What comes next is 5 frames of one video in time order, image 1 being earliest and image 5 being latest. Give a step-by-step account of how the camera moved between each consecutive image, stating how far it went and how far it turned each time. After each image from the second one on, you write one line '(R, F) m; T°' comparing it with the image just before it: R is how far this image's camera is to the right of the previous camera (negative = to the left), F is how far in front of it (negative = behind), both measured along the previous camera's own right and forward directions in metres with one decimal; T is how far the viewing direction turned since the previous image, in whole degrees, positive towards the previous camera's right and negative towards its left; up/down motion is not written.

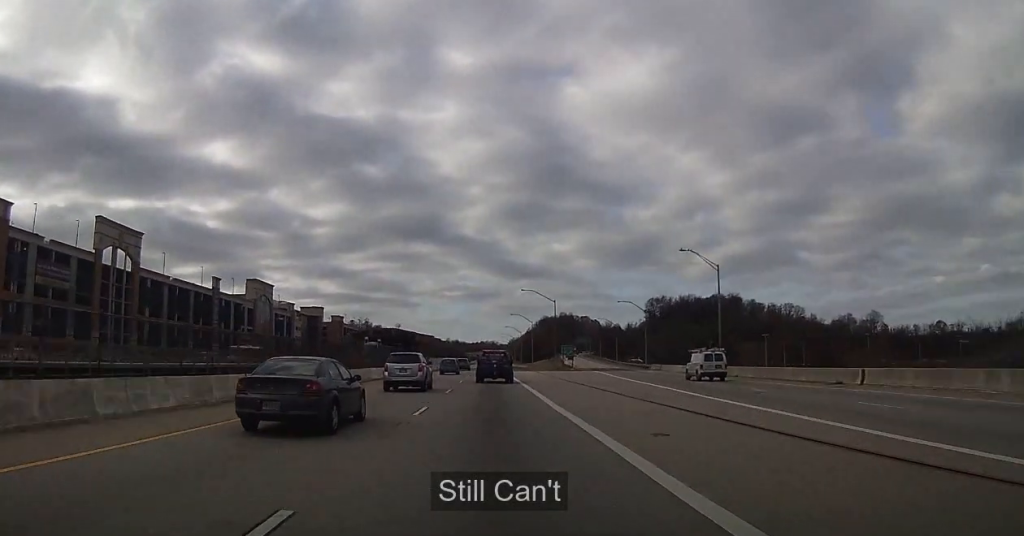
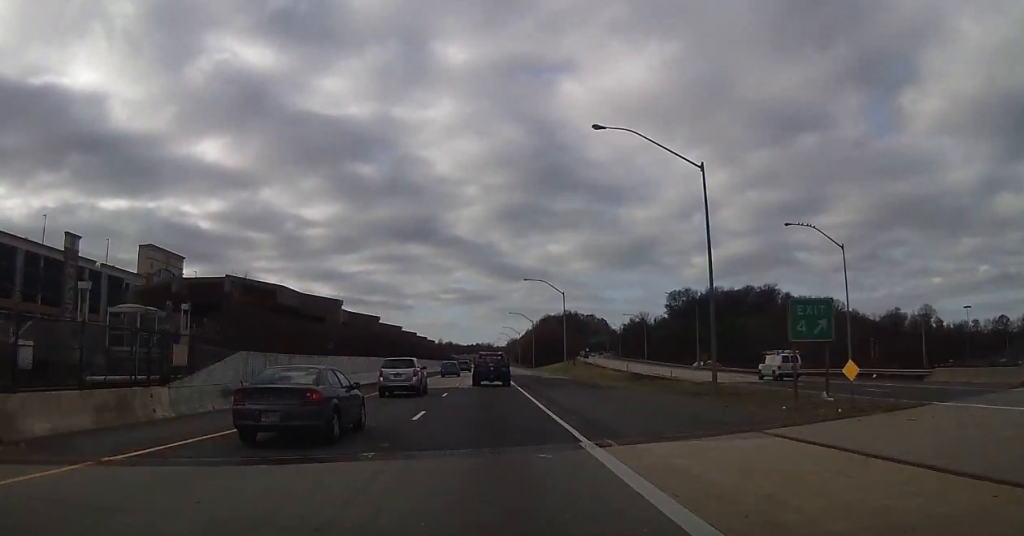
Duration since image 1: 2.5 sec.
(+1.8, +76.3) m; +2°
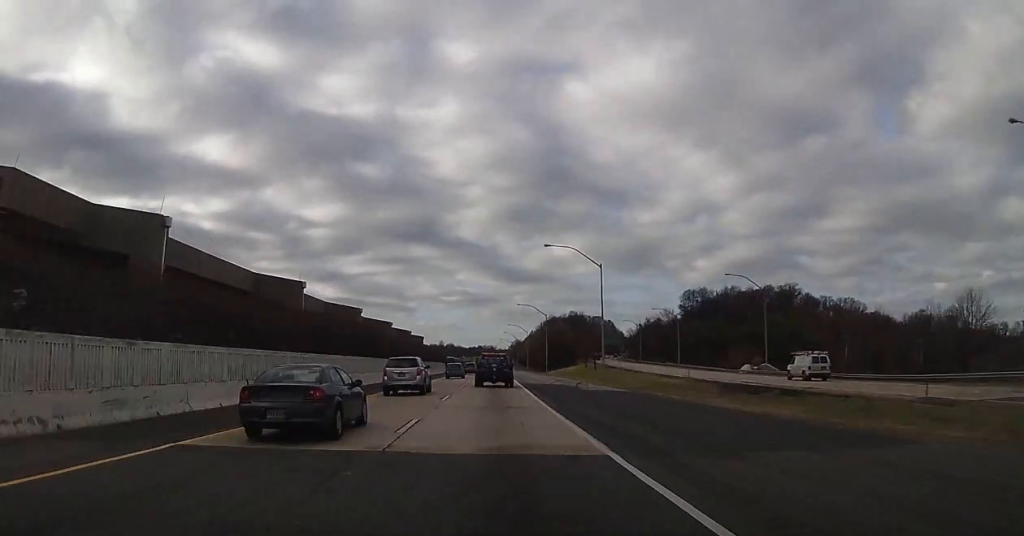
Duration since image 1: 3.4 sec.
(-0.6, +27.0) m; 0°
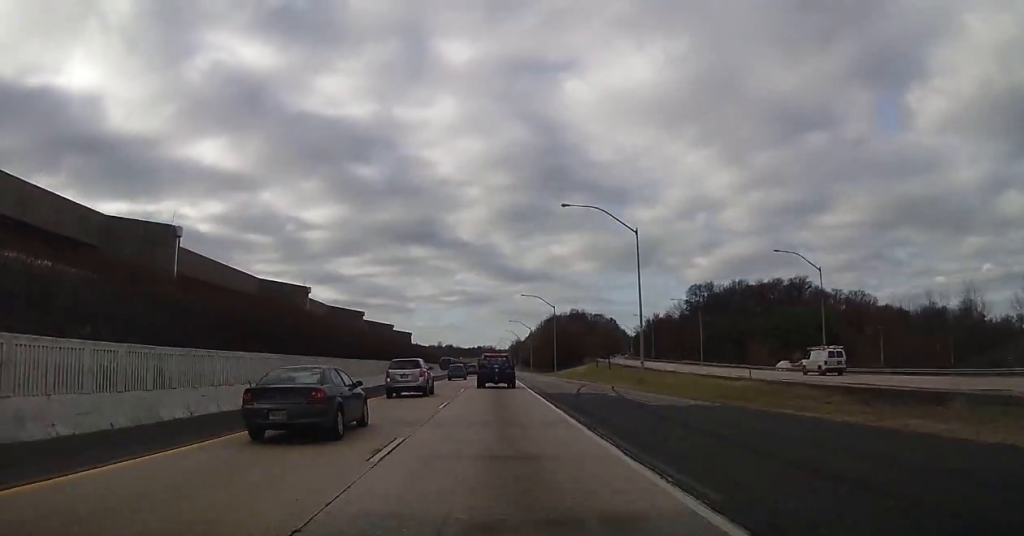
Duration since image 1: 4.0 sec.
(+0.2, +17.1) m; 0°
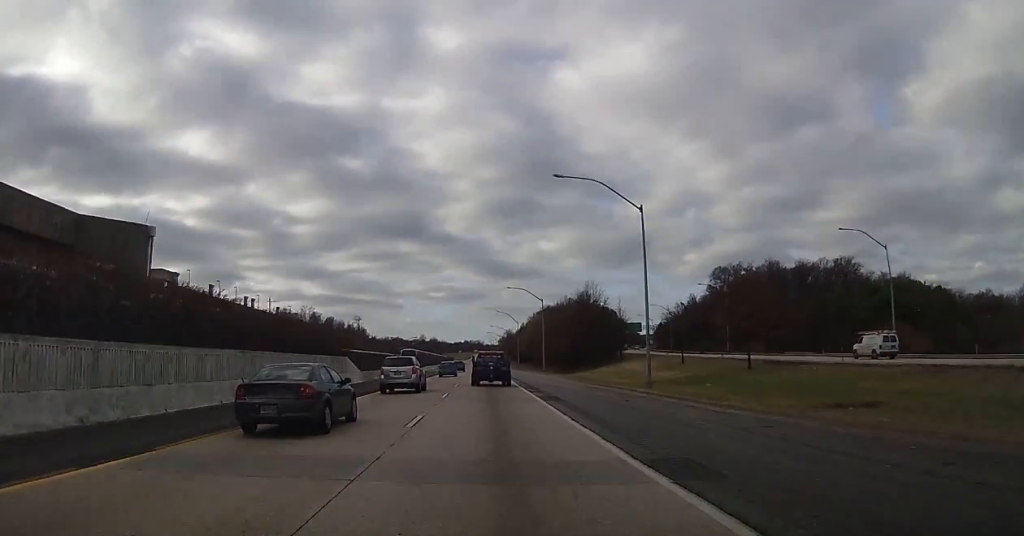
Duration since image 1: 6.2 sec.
(-0.6, +68.6) m; 0°
